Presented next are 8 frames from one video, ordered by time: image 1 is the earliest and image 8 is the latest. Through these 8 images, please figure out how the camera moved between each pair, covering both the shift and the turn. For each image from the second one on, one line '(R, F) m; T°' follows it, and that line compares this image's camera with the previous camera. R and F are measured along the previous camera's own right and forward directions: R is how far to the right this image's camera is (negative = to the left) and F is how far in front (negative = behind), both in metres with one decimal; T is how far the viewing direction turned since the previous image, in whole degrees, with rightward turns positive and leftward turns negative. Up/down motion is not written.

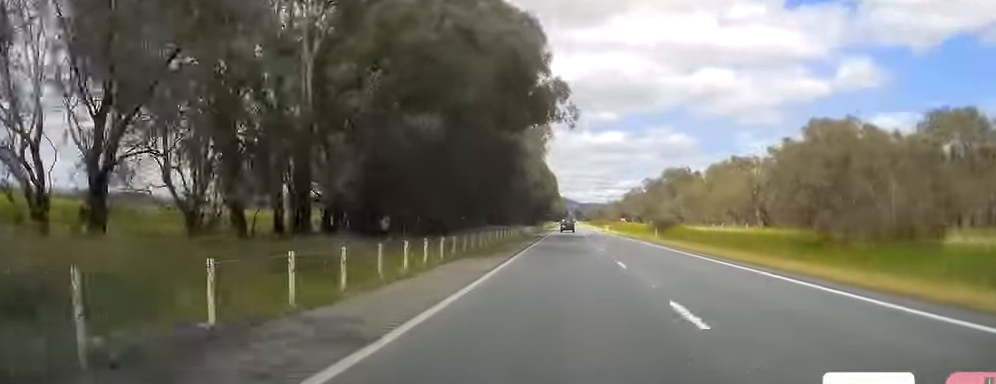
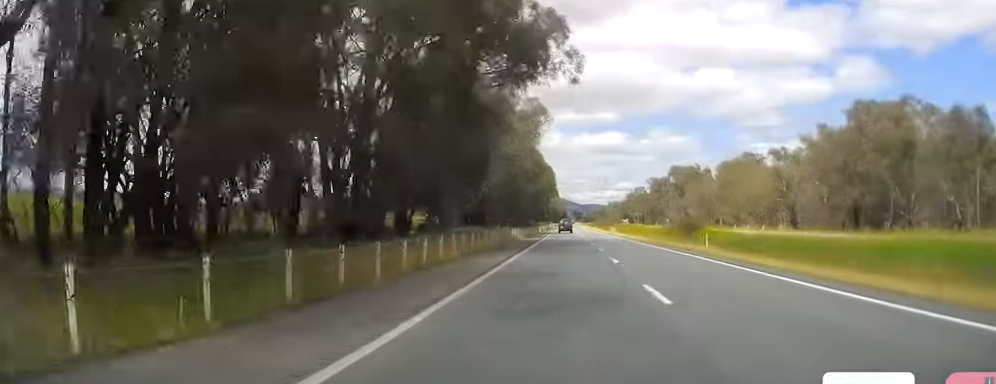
(-0.1, +21.1) m; 0°
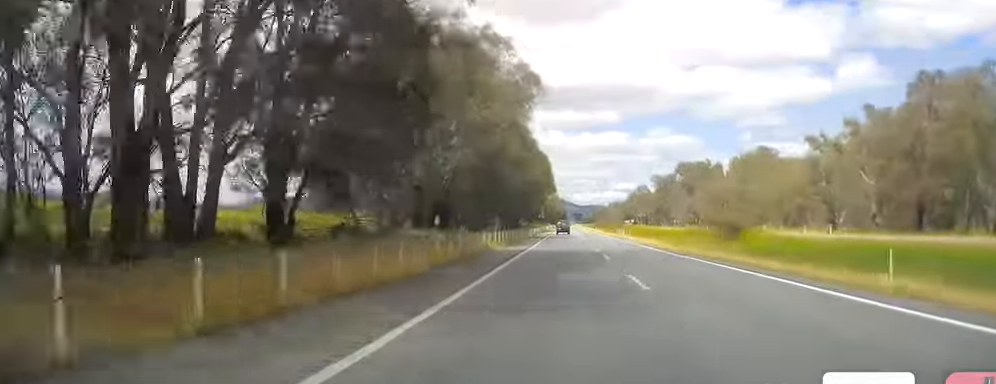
(+0.2, +21.2) m; 0°
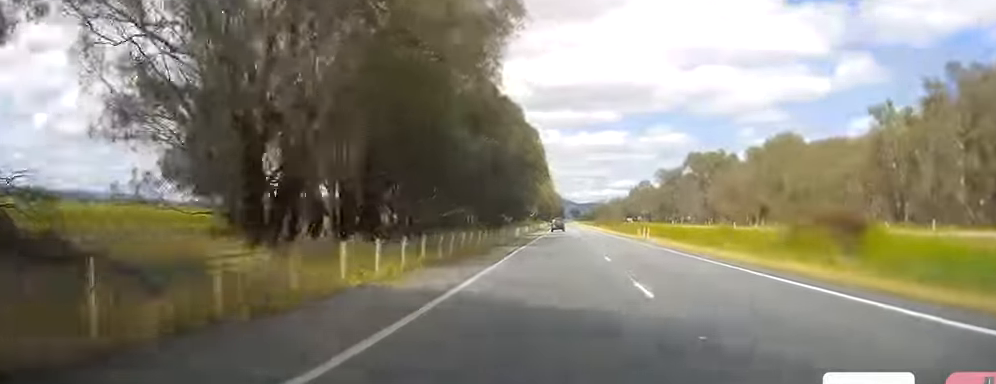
(-0.2, +25.9) m; 0°
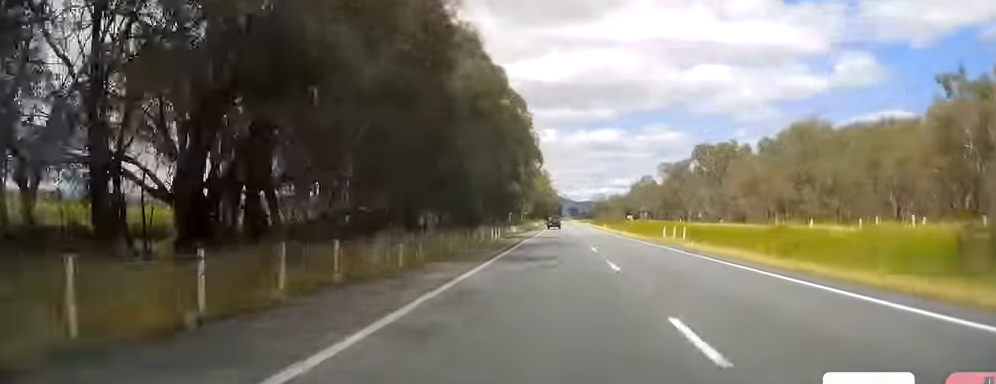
(+0.2, +18.3) m; -1°
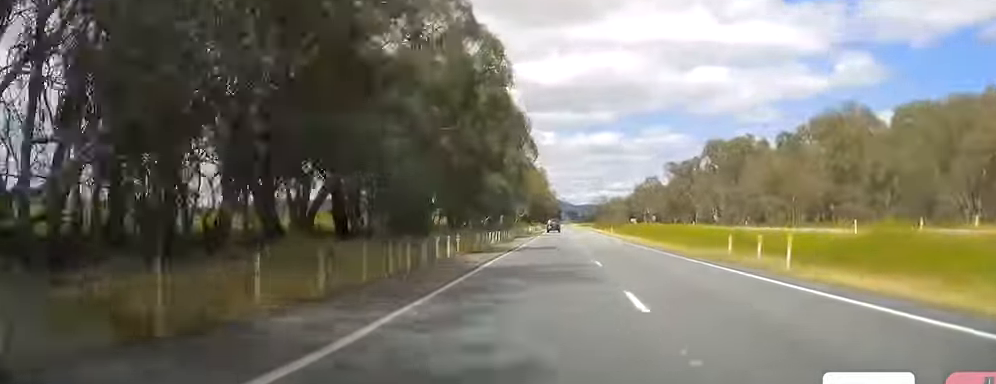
(0.0, +19.2) m; 0°
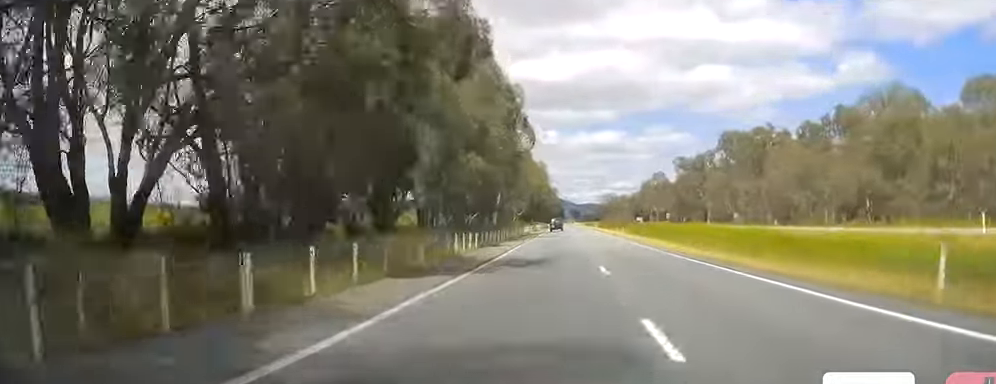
(-0.4, +16.3) m; 0°
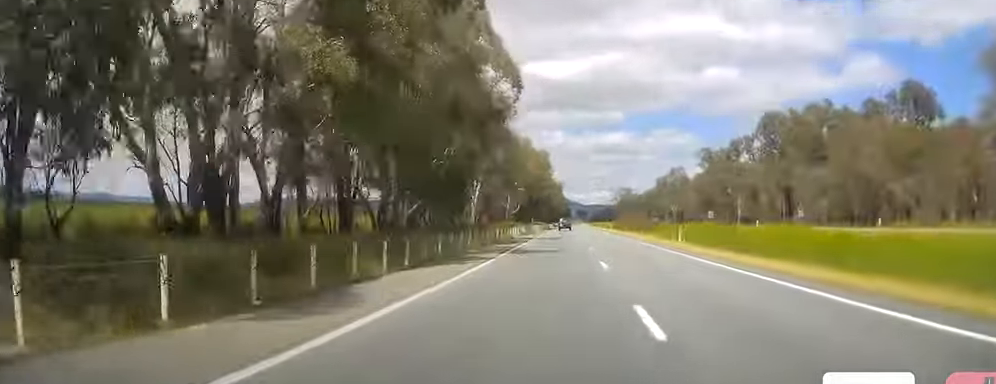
(+0.7, +34.6) m; +2°
